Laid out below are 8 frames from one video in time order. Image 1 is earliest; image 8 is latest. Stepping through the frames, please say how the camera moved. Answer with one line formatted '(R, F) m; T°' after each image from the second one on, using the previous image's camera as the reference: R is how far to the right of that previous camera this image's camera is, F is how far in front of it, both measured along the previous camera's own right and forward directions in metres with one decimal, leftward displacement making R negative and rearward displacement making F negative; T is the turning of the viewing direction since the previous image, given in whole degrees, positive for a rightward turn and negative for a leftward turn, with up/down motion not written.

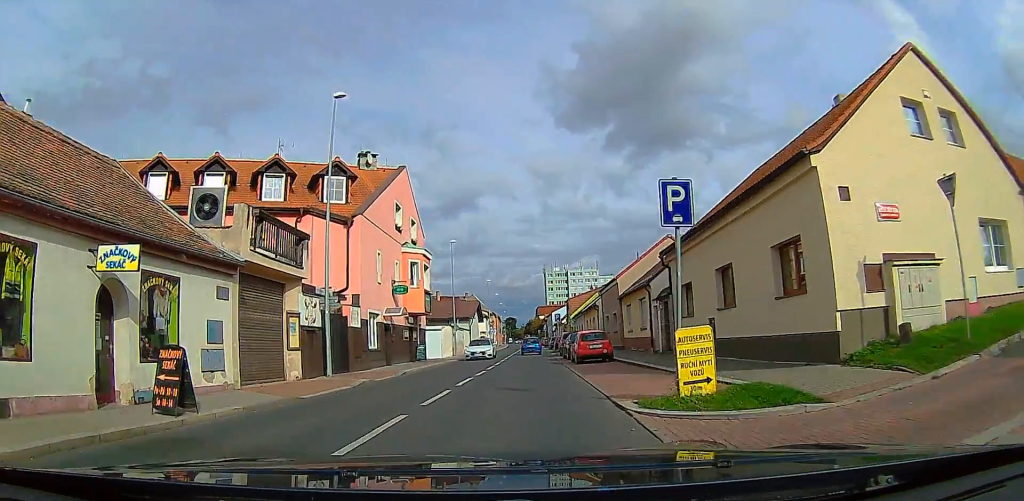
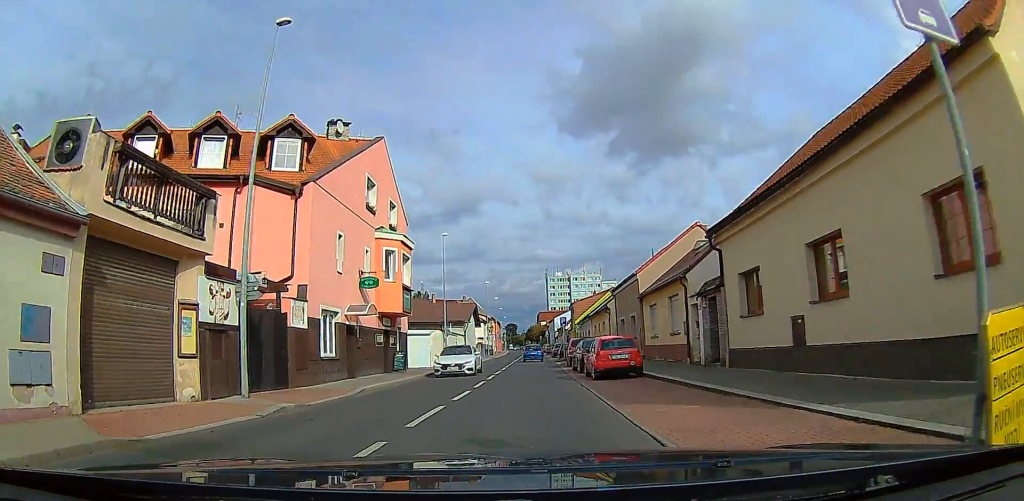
(-0.2, +6.9) m; 0°
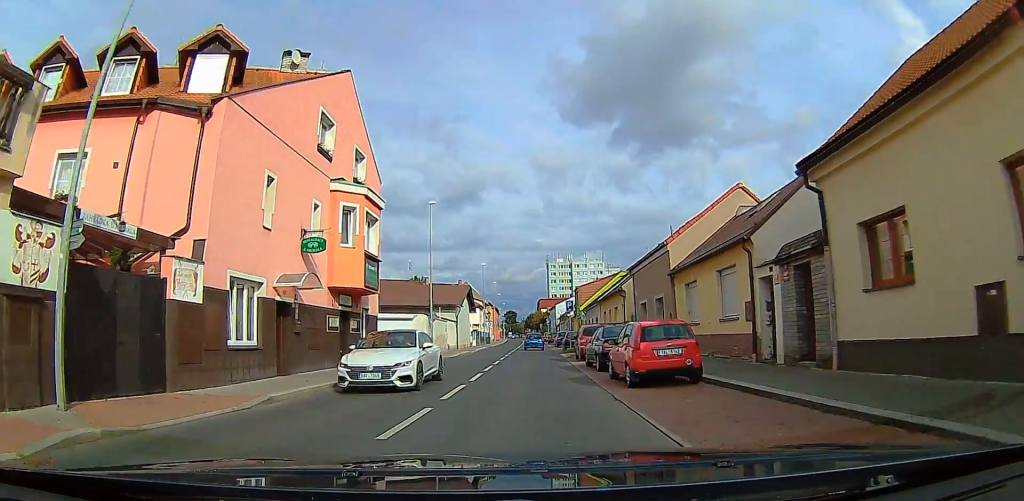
(+0.1, +8.4) m; +1°
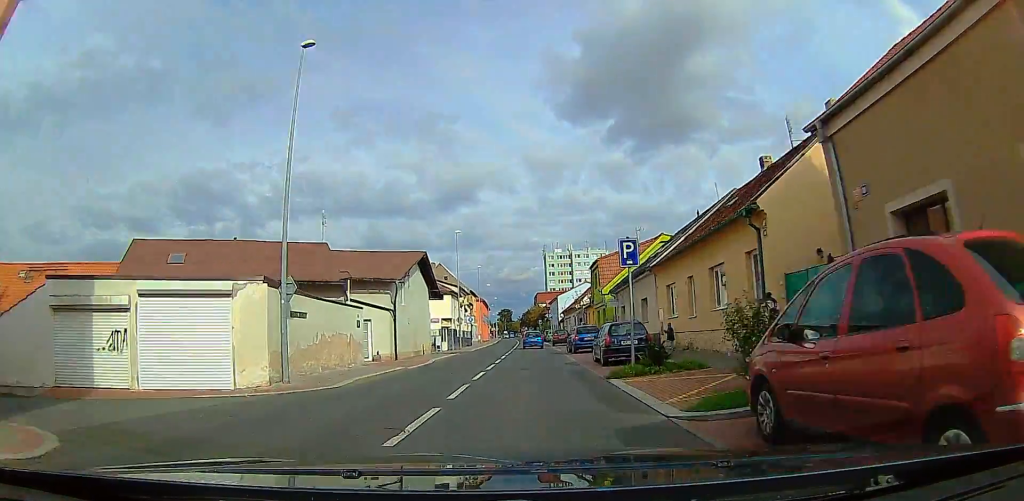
(+0.2, +33.5) m; -4°
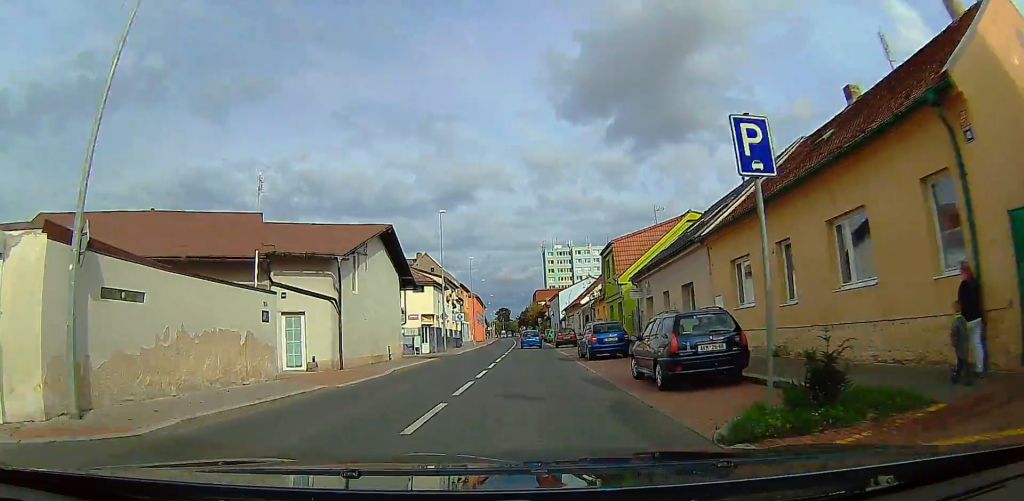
(-0.8, +13.3) m; -3°
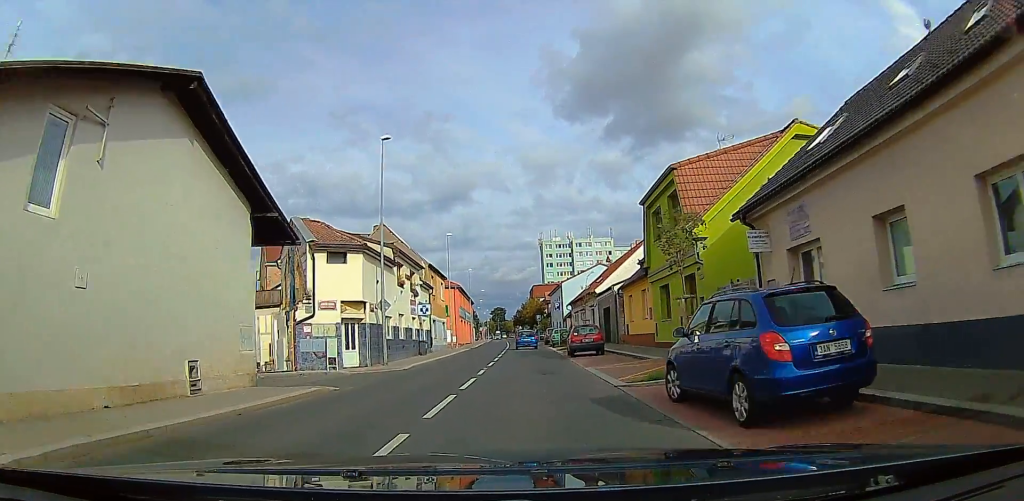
(-0.4, +25.5) m; 0°
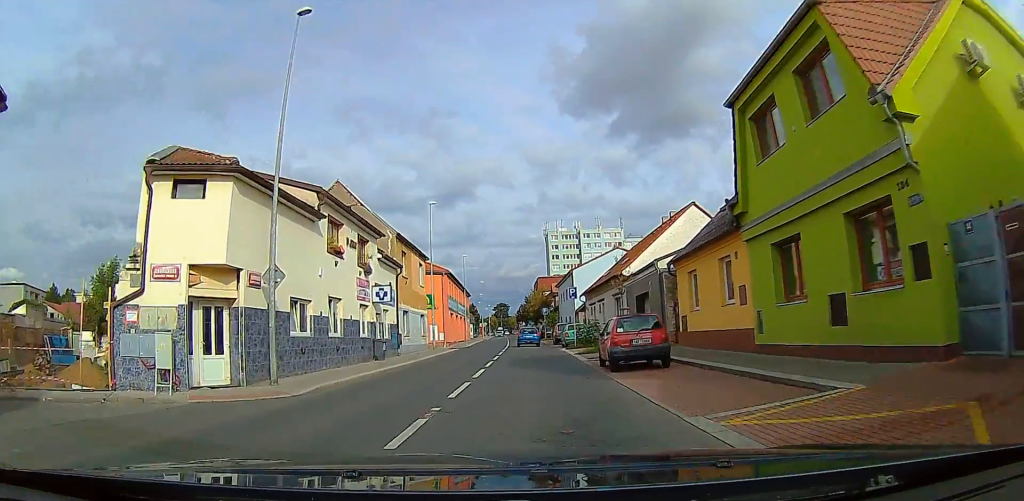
(+0.3, +15.7) m; +1°
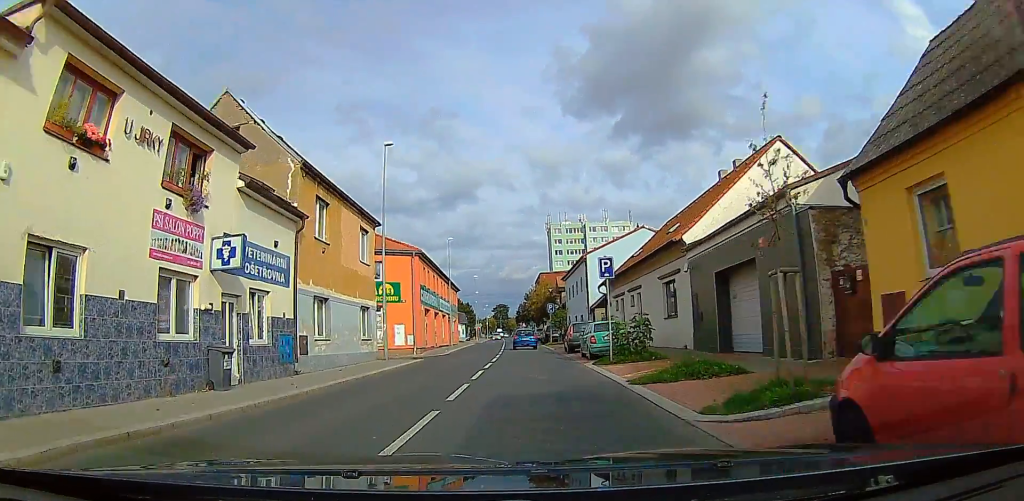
(+0.1, +17.3) m; 0°
